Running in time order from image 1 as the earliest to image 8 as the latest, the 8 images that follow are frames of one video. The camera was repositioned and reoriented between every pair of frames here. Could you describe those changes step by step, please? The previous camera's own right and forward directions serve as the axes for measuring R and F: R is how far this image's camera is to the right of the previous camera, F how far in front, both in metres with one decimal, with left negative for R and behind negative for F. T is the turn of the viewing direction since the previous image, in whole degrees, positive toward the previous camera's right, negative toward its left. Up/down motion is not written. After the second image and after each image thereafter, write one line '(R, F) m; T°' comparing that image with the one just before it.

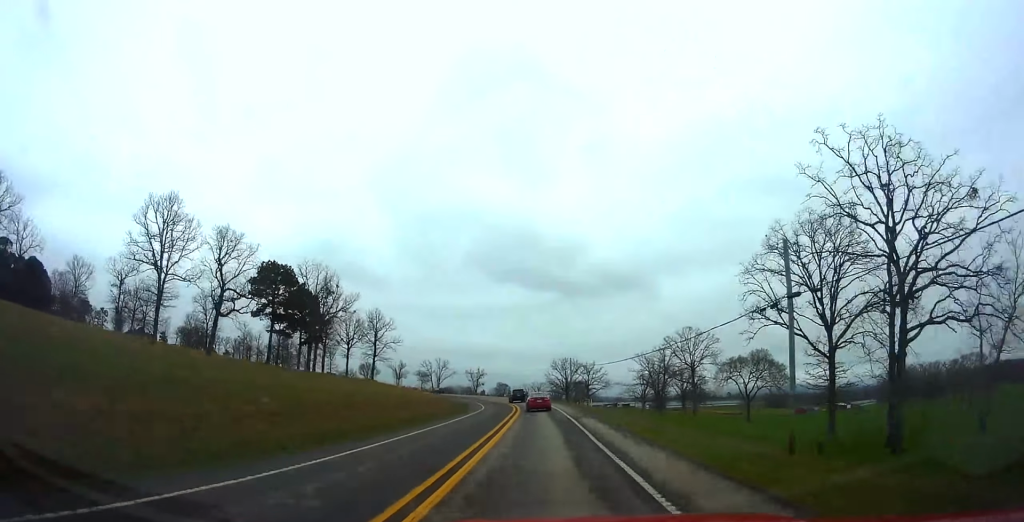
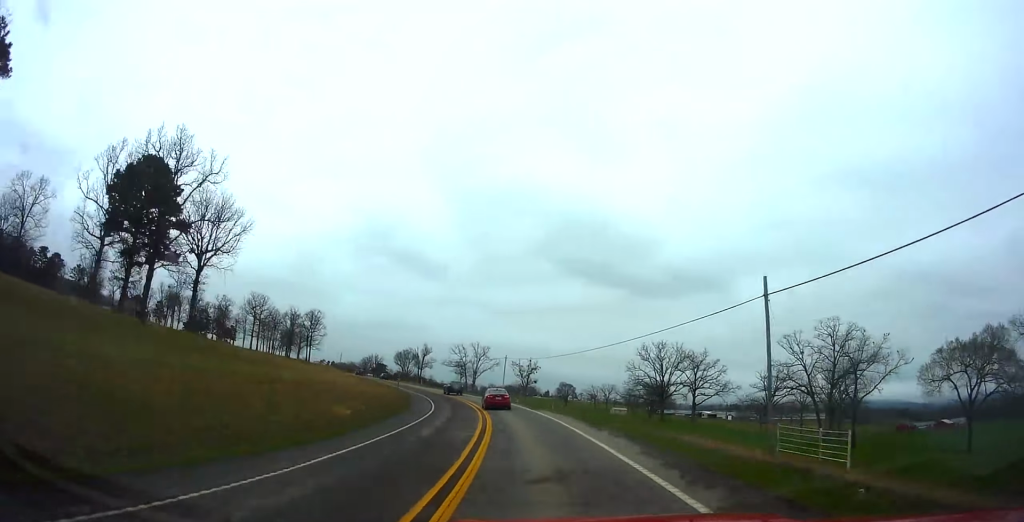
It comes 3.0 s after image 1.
(-0.7, +66.9) m; -6°
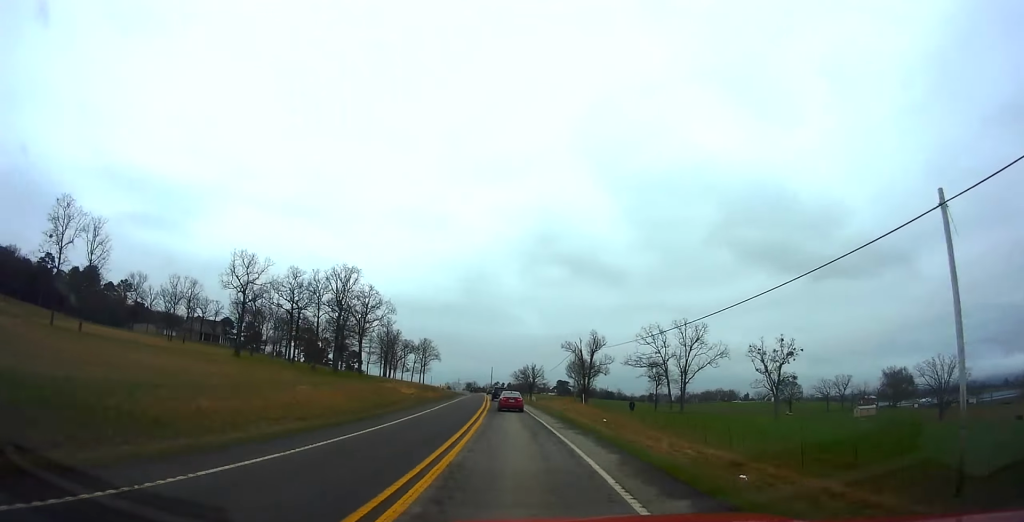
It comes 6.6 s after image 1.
(-9.5, +77.4) m; -14°
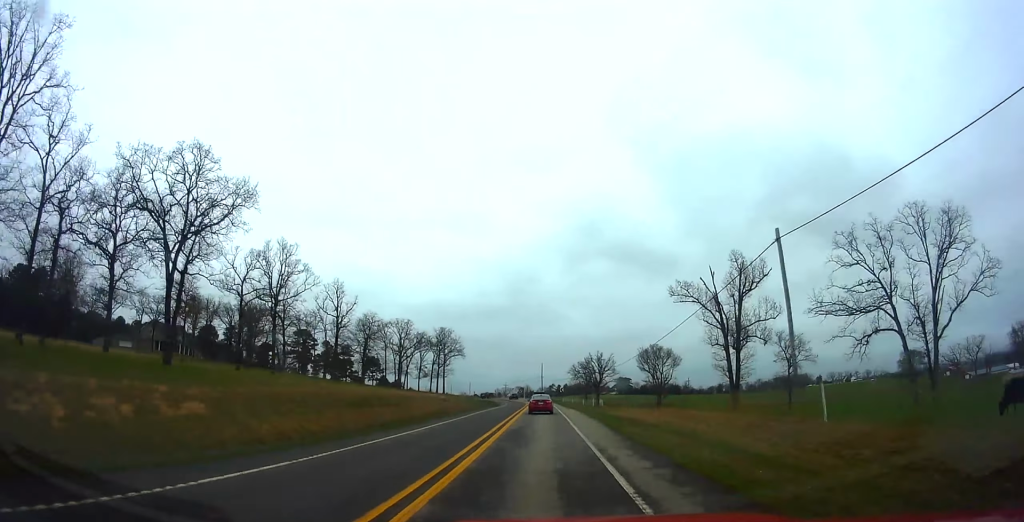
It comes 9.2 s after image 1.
(-5.1, +55.8) m; -7°
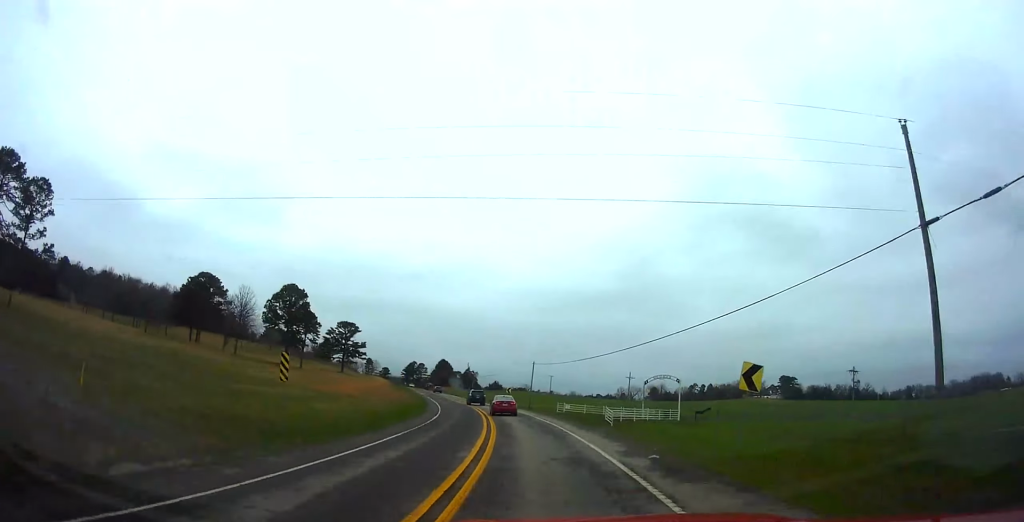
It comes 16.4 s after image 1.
(-14.6, +148.7) m; -15°
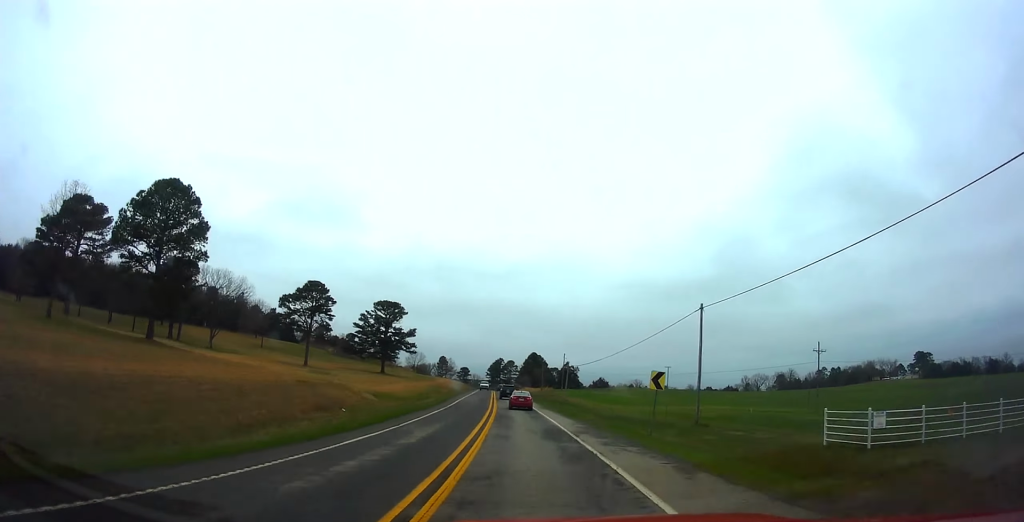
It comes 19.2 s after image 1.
(-4.5, +54.3) m; -8°
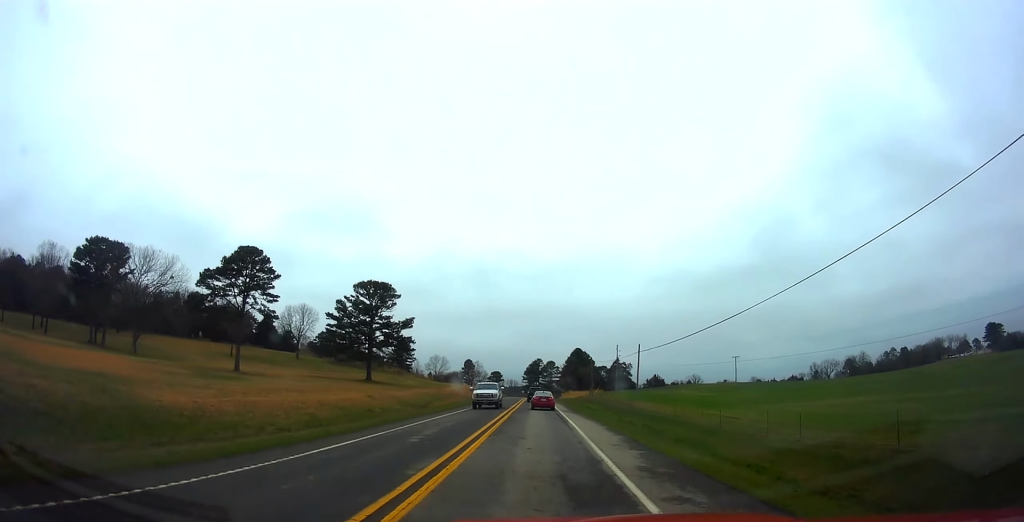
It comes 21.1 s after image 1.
(-1.7, +35.7) m; -4°
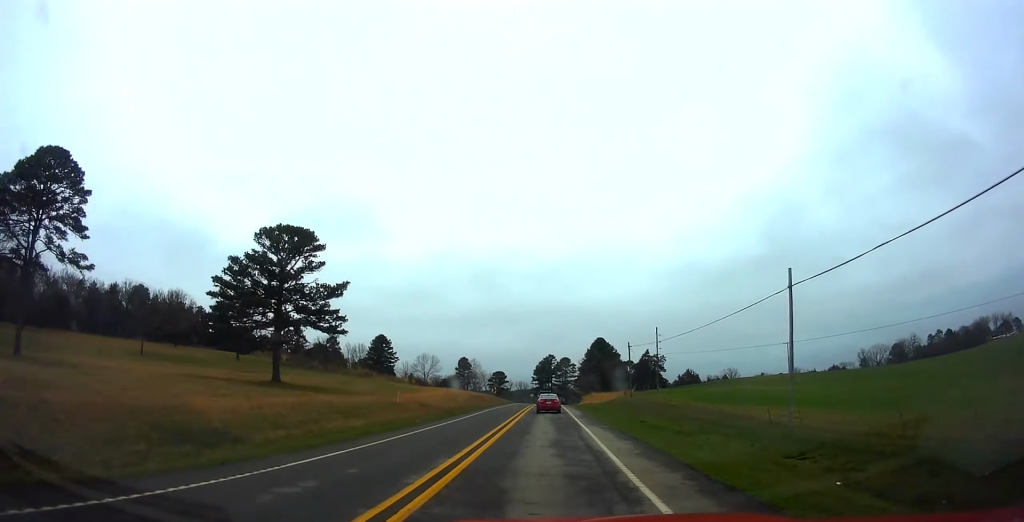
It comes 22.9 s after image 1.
(-1.3, +33.0) m; -2°
